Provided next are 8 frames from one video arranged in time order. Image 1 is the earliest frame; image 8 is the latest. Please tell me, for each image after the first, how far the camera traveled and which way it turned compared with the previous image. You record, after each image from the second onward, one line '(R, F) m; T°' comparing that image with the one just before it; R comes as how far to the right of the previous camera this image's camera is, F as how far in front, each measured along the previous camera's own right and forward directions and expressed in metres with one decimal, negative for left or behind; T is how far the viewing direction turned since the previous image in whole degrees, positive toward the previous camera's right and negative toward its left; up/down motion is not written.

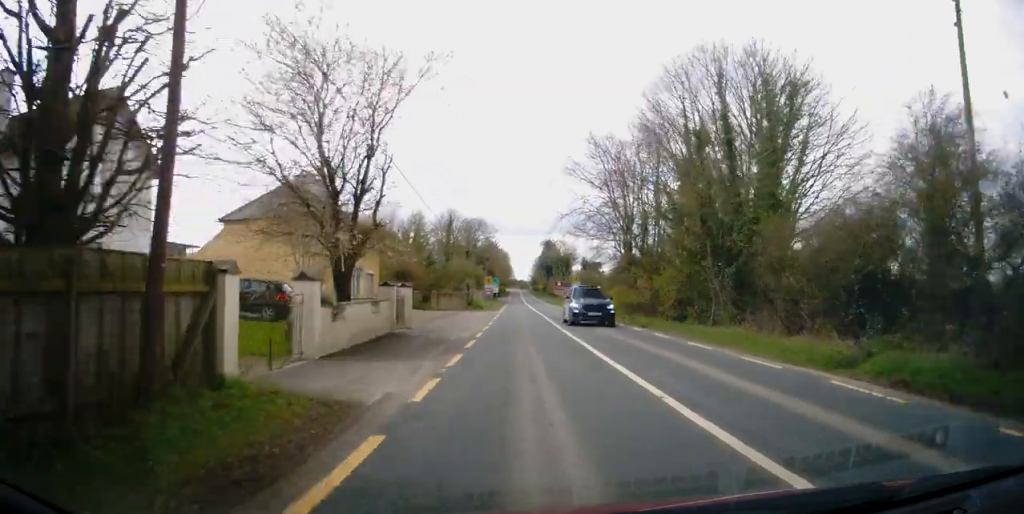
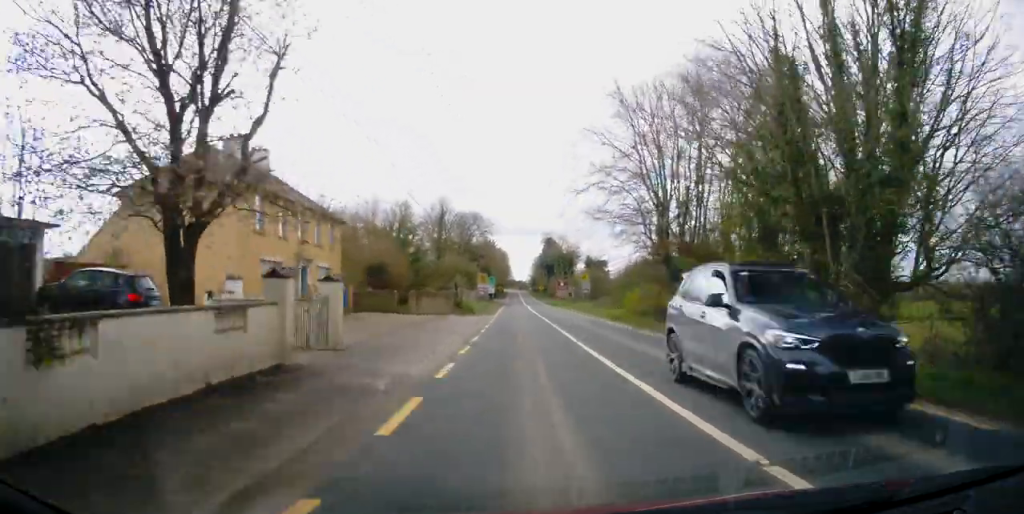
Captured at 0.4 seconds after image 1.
(0.0, +9.9) m; 0°
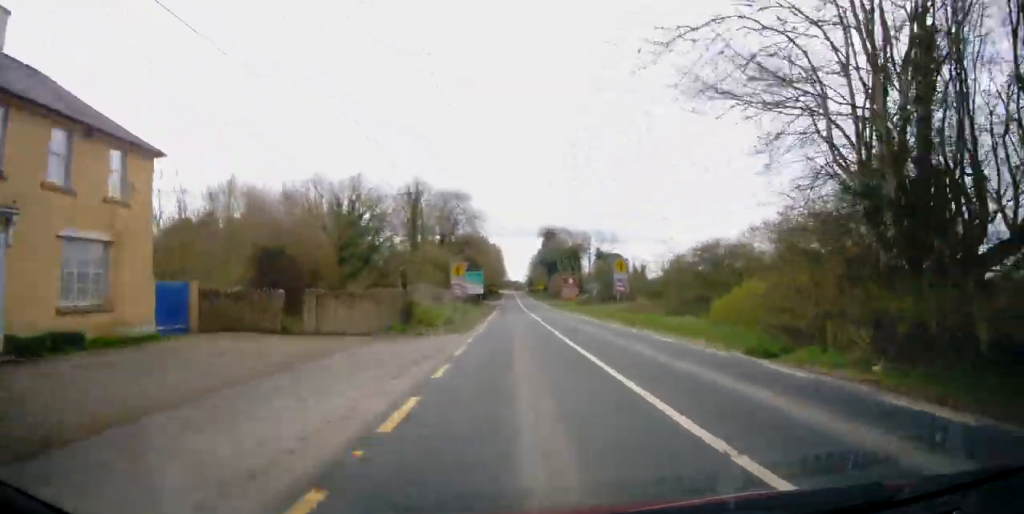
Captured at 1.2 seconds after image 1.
(+0.2, +19.8) m; +1°
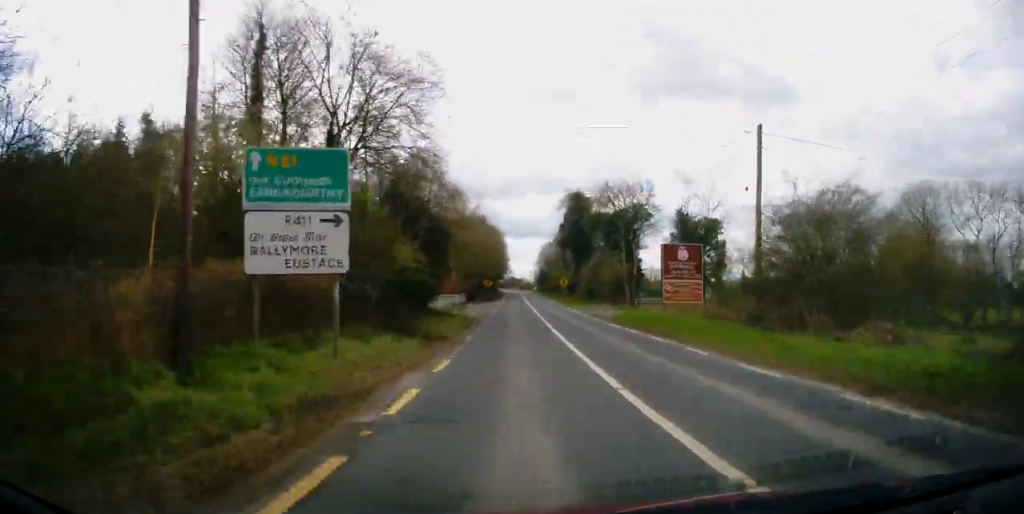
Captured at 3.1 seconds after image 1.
(+0.2, +47.2) m; 0°
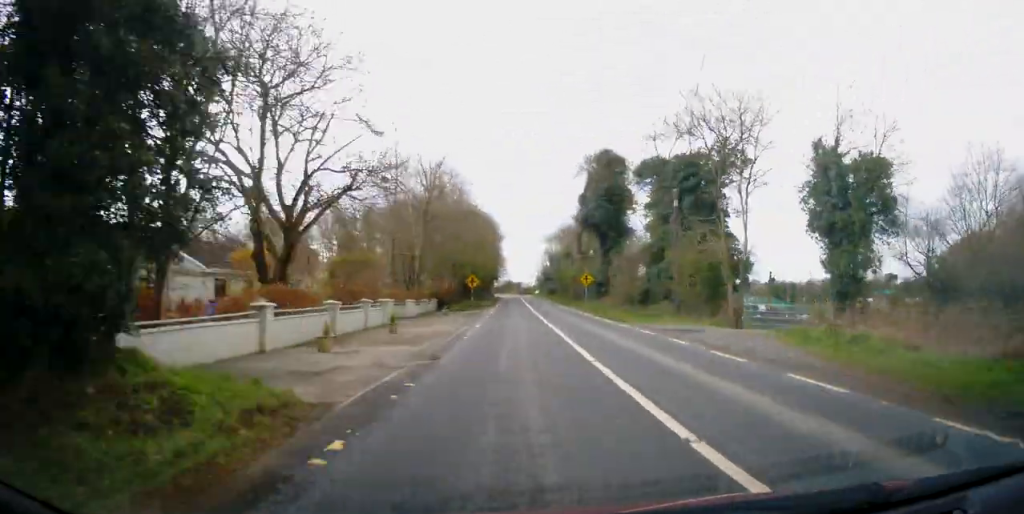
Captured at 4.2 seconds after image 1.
(0.0, +26.8) m; -1°
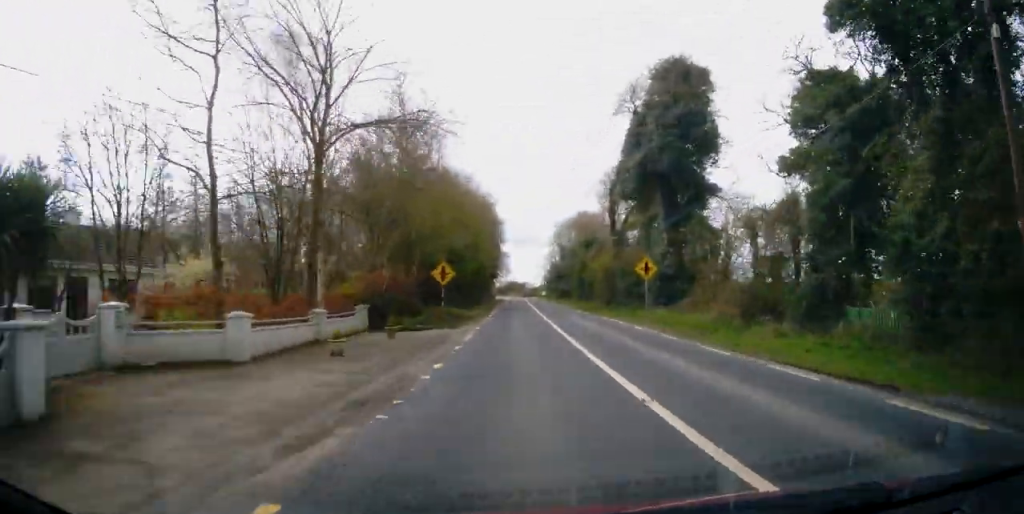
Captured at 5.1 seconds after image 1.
(-0.2, +23.4) m; -1°
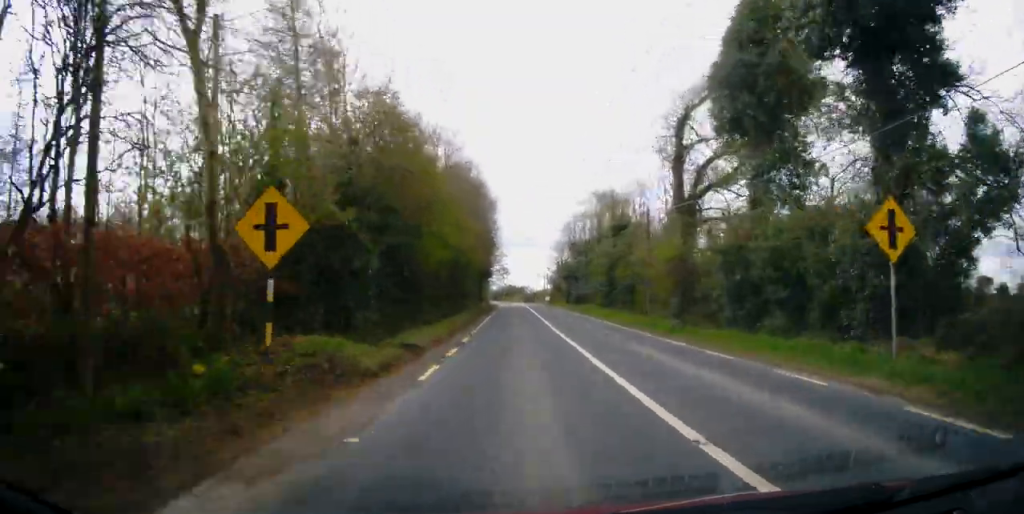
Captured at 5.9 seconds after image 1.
(-0.2, +20.9) m; 0°
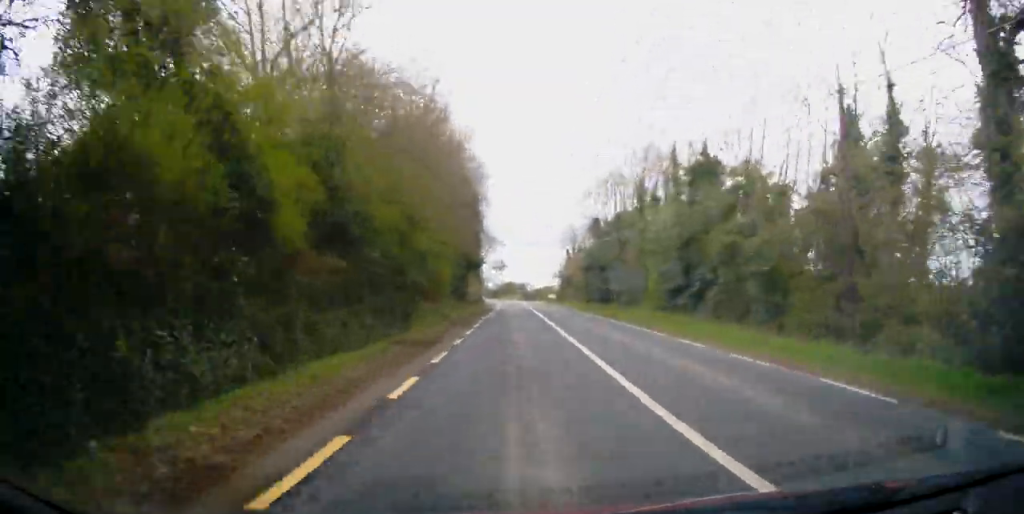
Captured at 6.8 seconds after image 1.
(+0.3, +22.2) m; +1°
